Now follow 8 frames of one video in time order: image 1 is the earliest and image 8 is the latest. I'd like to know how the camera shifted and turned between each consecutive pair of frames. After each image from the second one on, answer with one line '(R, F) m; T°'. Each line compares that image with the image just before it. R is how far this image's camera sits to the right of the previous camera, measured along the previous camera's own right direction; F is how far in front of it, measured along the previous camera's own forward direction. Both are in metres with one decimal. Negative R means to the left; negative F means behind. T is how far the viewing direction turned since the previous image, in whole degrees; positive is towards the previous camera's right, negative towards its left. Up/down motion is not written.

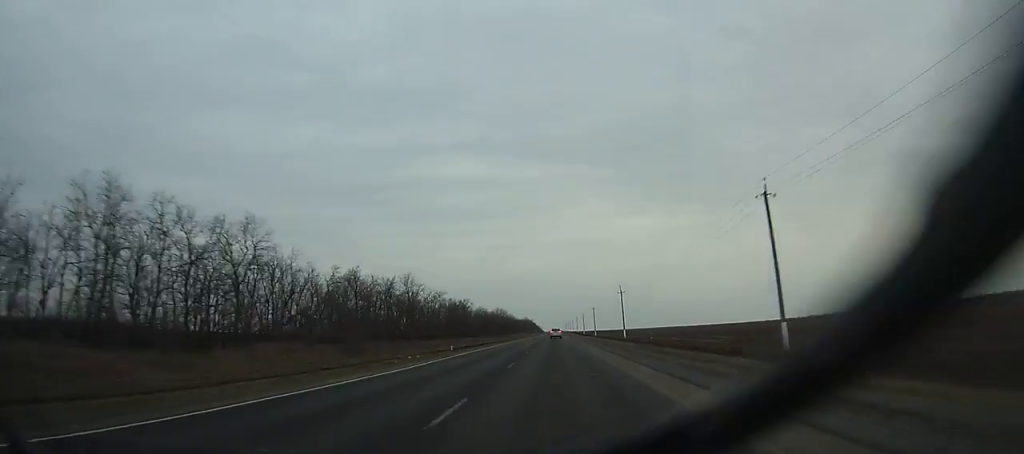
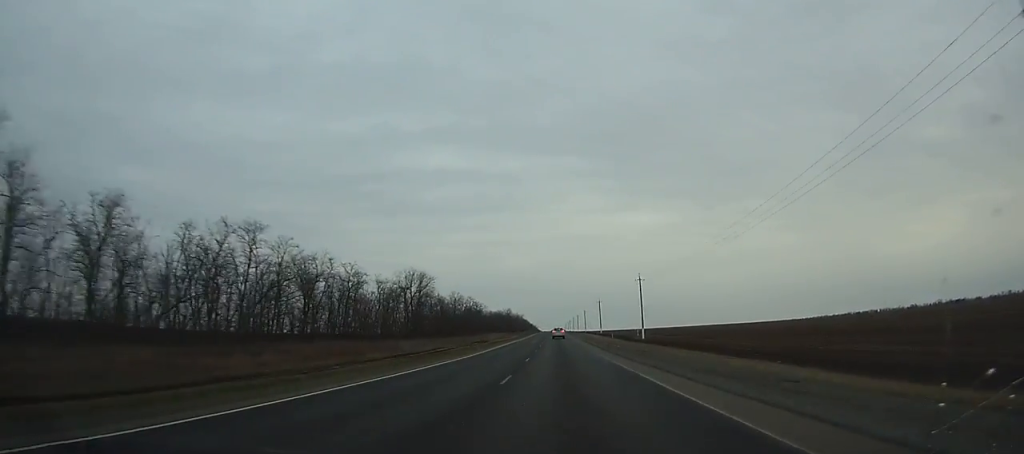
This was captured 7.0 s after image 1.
(+1.0, +171.9) m; 0°
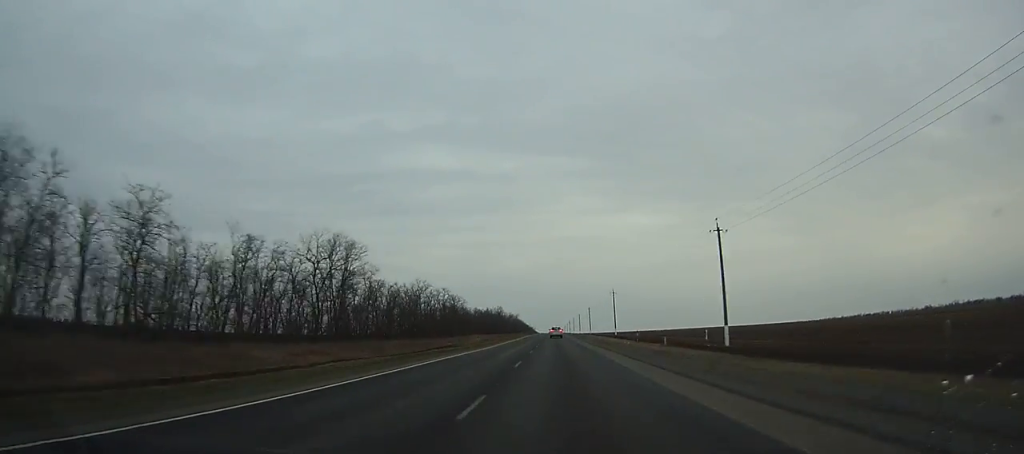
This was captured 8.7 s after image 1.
(0.0, +41.2) m; 0°
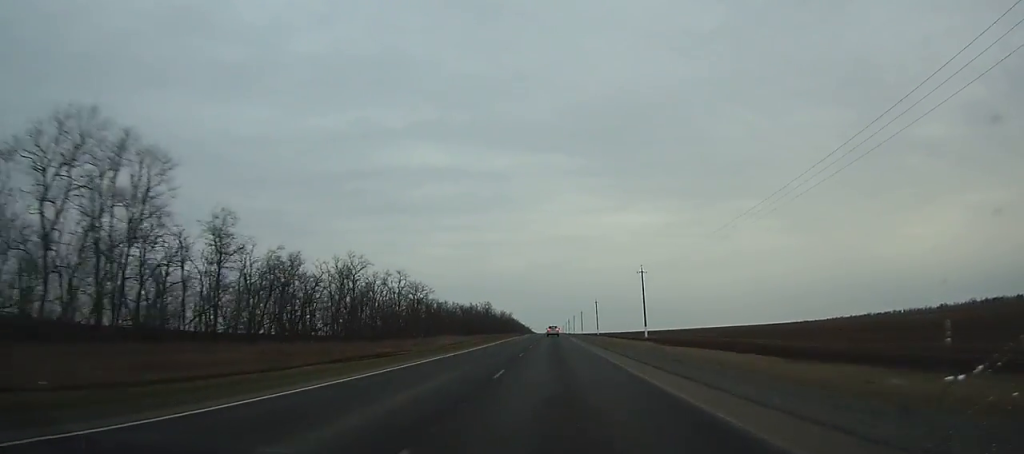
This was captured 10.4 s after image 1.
(0.0, +41.0) m; 0°
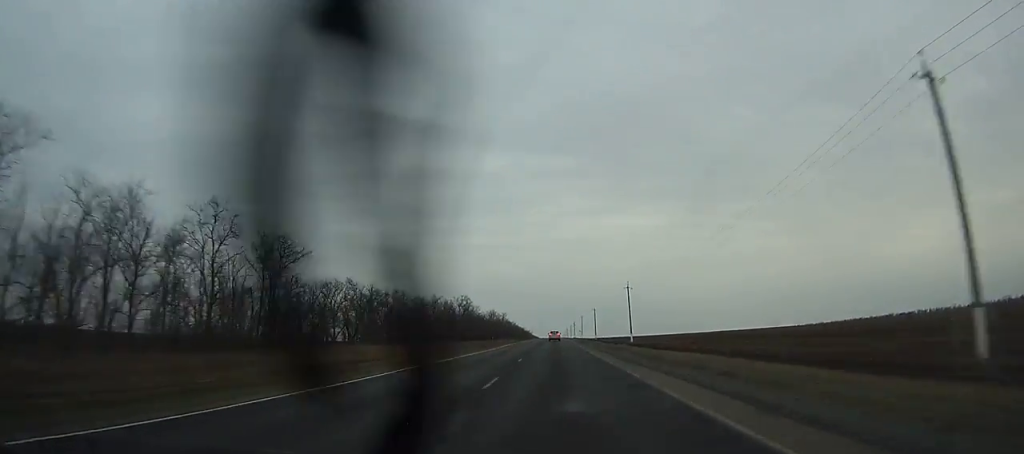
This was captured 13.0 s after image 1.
(-0.2, +61.7) m; 0°
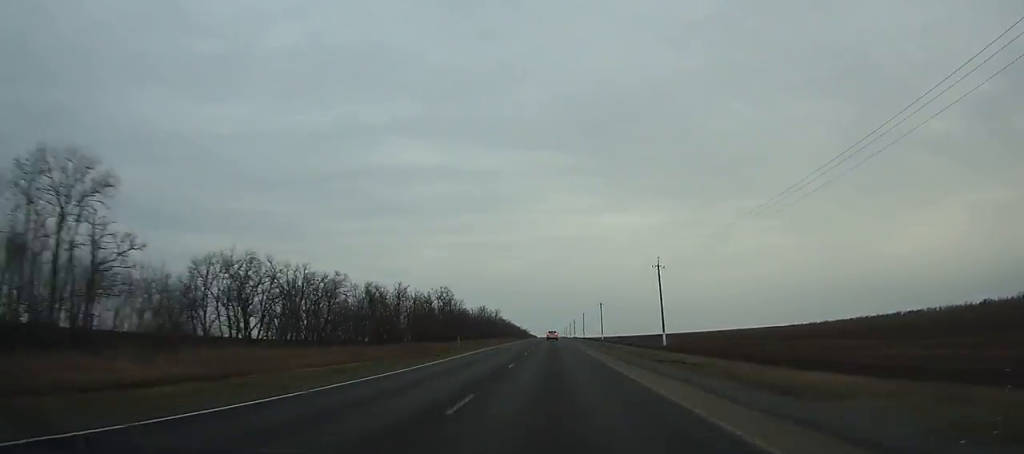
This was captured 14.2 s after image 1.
(0.0, +28.3) m; 0°
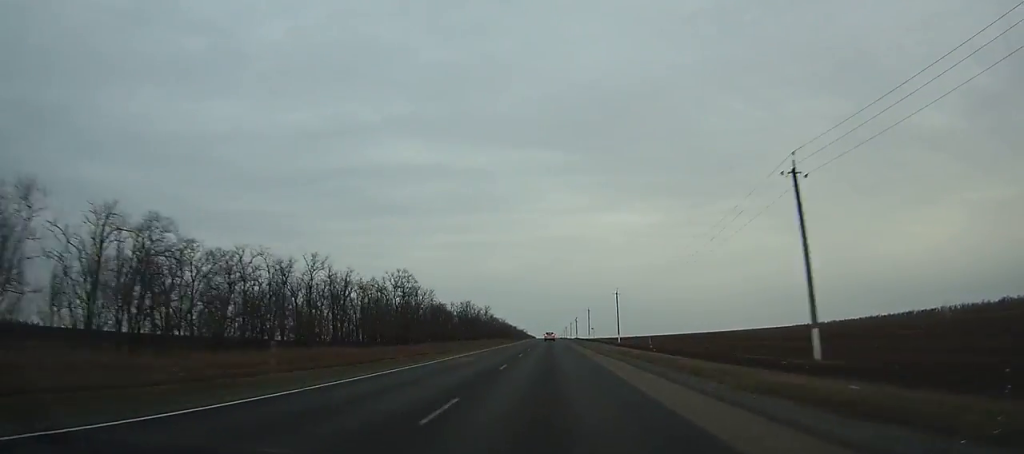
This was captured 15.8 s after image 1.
(+0.1, +37.7) m; 0°
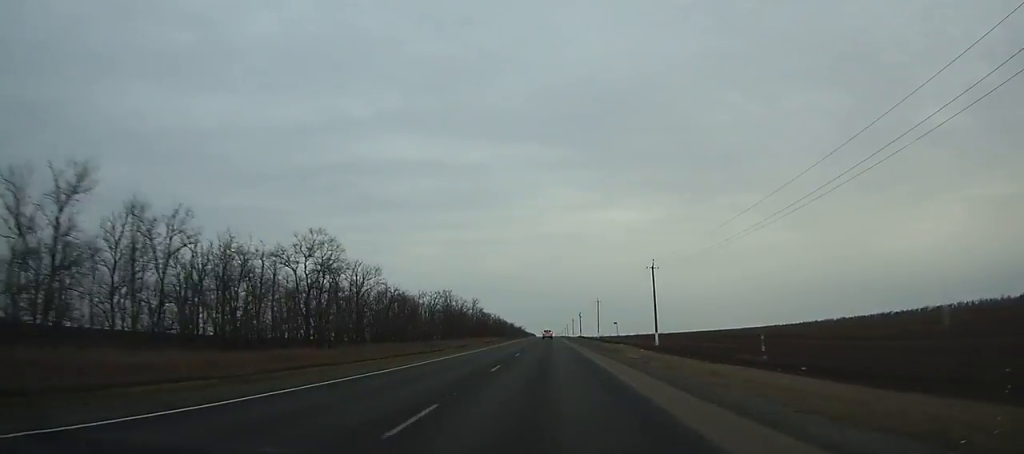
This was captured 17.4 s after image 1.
(+0.1, +37.9) m; 0°
